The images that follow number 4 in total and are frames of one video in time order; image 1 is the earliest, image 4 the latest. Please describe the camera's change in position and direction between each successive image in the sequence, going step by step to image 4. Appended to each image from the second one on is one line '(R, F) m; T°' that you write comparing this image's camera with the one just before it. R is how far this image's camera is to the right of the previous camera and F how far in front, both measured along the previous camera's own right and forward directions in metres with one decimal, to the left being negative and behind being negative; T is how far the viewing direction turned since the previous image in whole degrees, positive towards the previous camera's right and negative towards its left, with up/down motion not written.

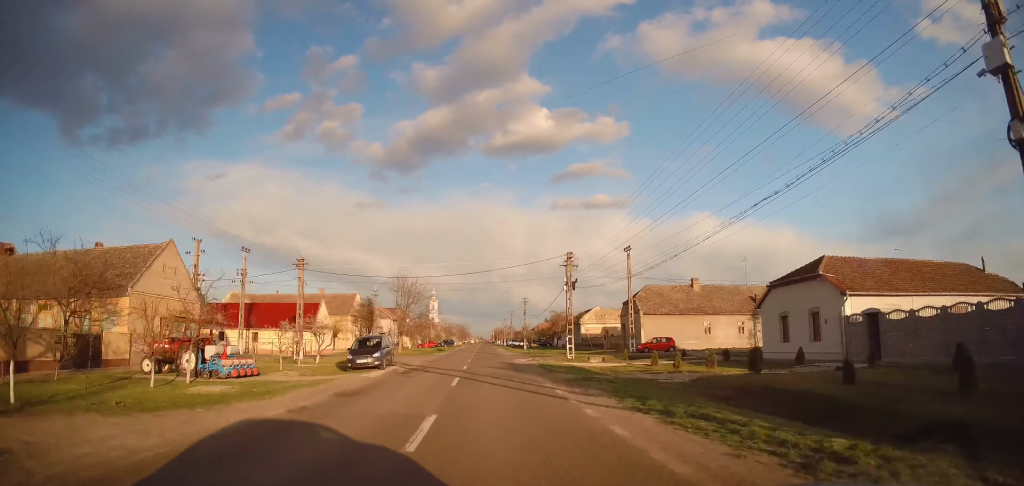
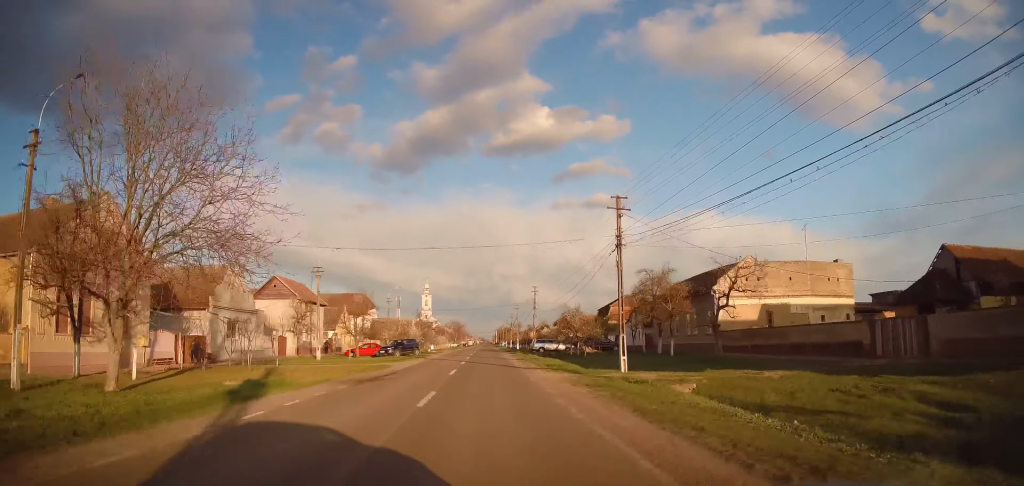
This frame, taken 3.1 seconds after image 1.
(-1.0, +58.6) m; 0°
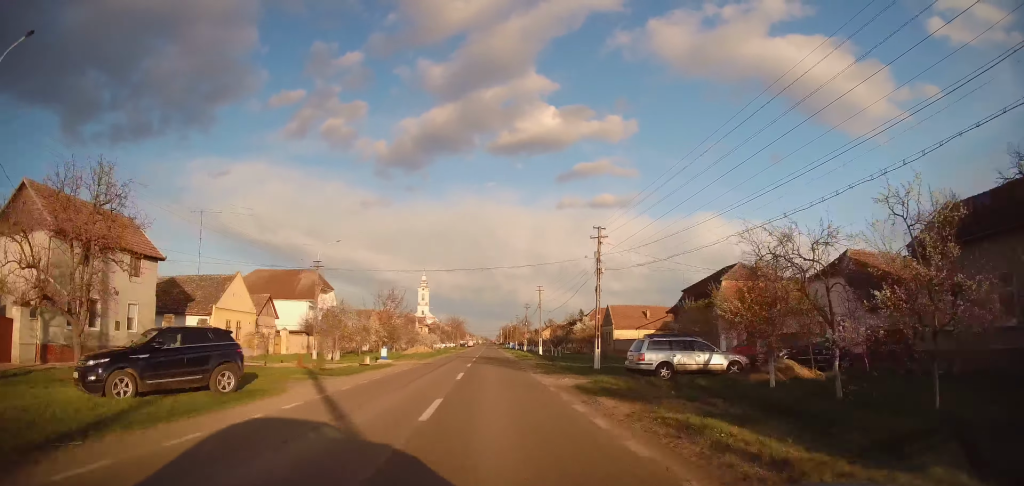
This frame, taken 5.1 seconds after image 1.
(-0.5, +37.1) m; -1°
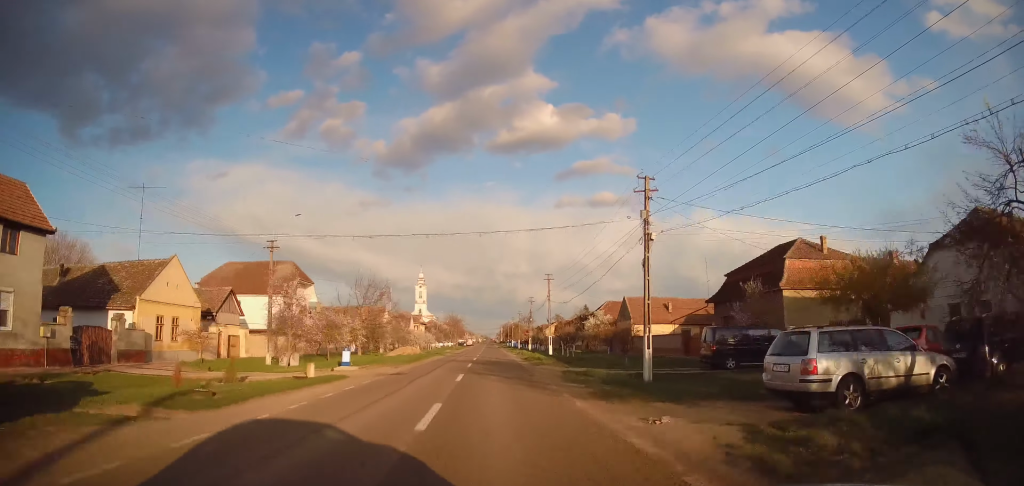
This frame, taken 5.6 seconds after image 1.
(0.0, +10.1) m; 0°
